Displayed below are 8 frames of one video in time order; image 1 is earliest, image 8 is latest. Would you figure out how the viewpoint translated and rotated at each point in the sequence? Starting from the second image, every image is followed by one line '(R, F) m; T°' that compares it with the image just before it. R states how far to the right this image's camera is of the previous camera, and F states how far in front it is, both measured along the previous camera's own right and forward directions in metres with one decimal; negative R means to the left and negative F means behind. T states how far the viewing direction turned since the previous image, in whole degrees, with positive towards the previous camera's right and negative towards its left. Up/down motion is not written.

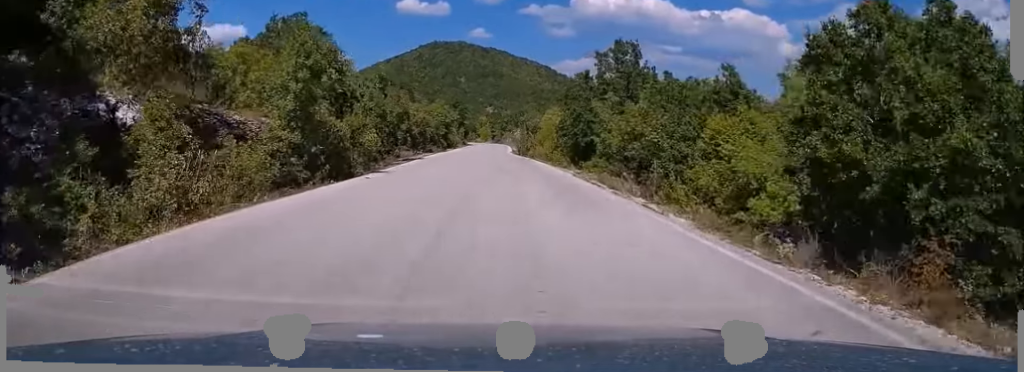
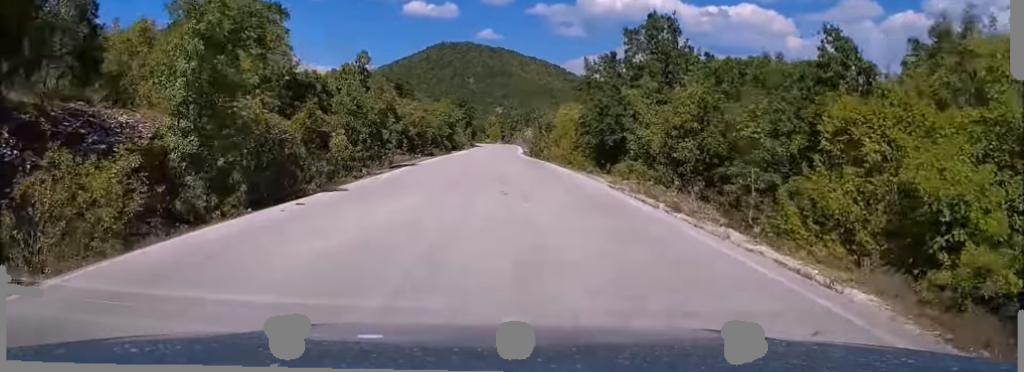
(0.0, +7.9) m; -2°
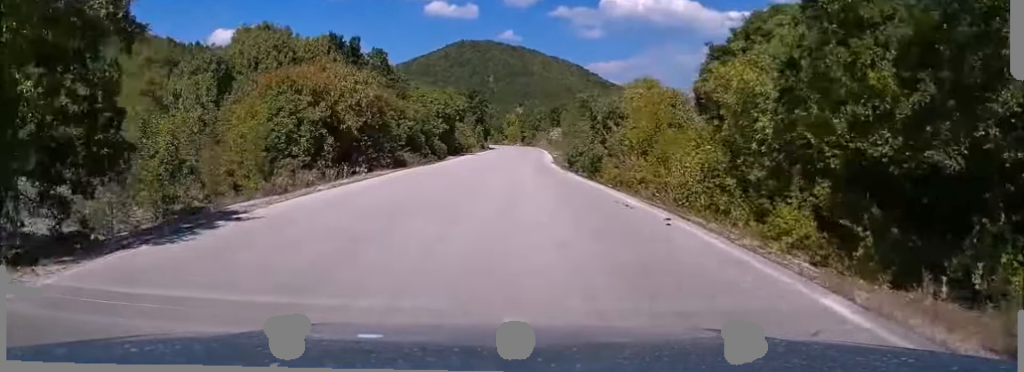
(-0.6, +28.7) m; -1°
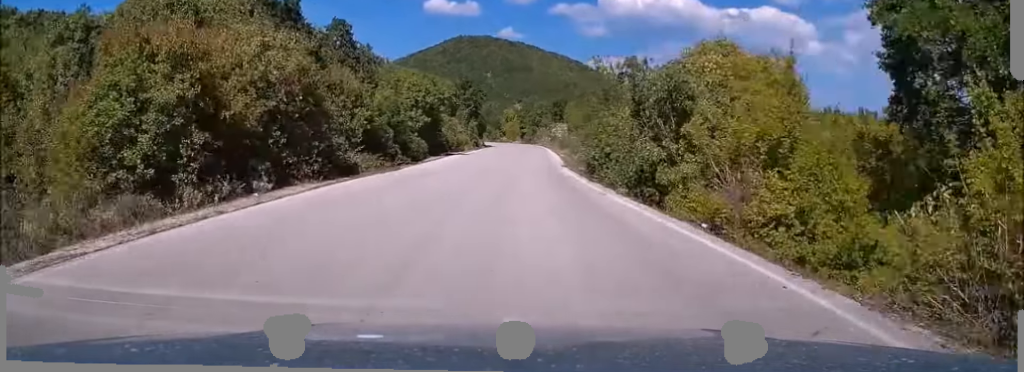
(0.0, +12.5) m; 0°
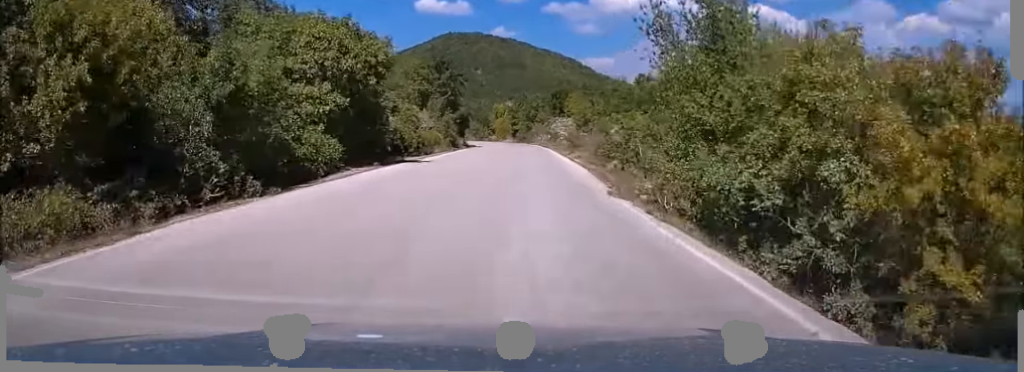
(+0.1, +21.8) m; 0°
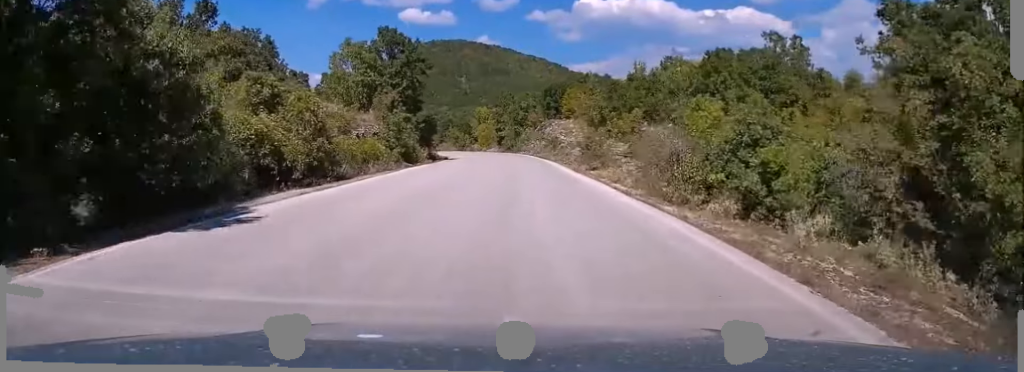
(0.0, +20.7) m; 0°
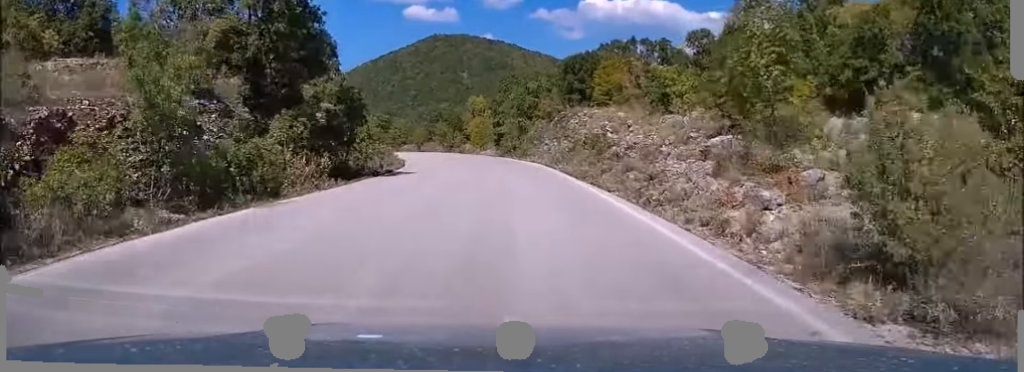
(+0.2, +28.7) m; 0°
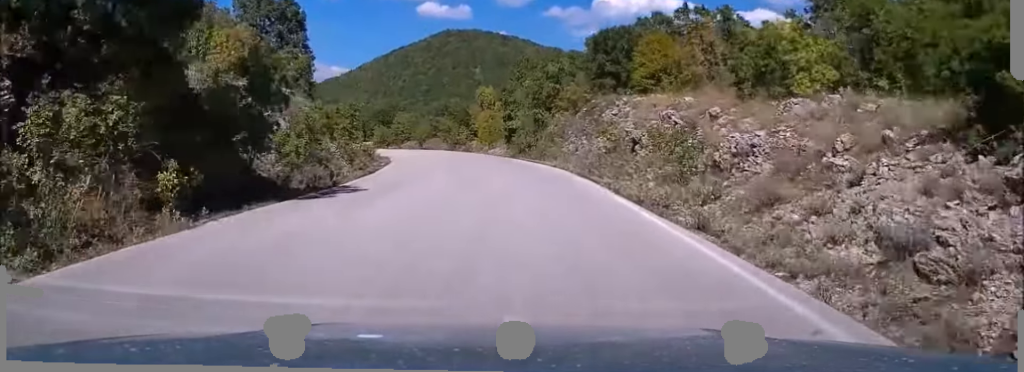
(-0.2, +12.3) m; -1°
